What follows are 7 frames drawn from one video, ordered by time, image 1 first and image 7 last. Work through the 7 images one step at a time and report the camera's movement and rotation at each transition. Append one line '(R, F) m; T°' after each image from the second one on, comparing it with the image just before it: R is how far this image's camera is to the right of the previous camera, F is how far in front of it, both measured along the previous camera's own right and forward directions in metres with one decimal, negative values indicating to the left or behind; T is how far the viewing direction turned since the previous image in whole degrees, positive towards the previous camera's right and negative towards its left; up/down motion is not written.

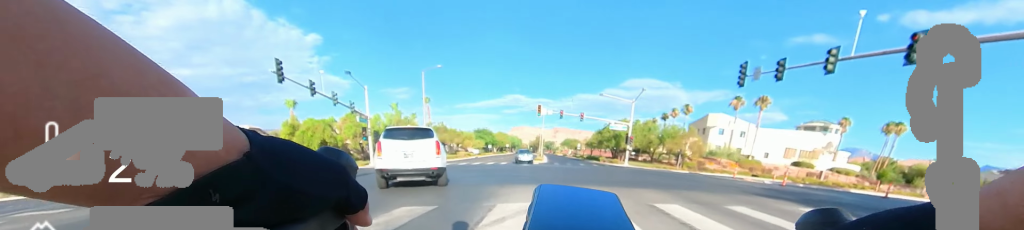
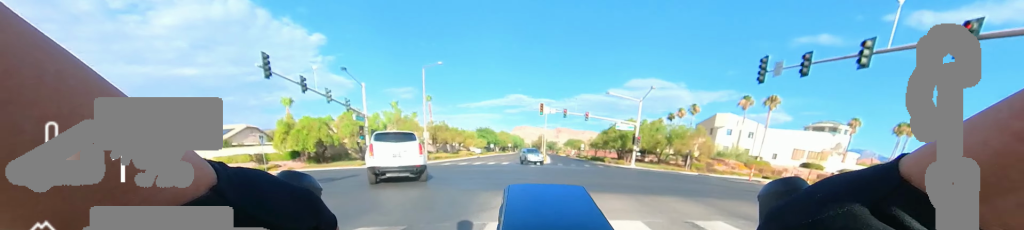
(0.0, +1.8) m; 0°
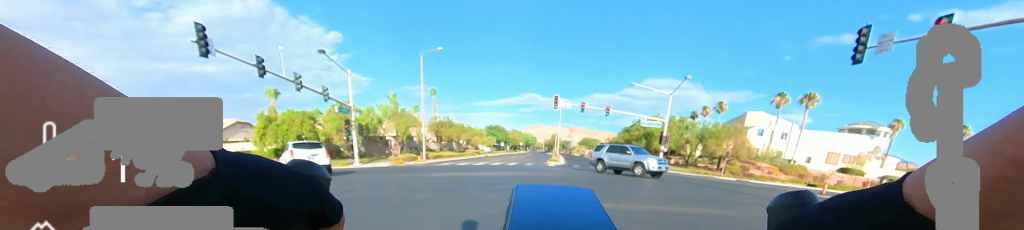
(0.0, +6.4) m; -2°
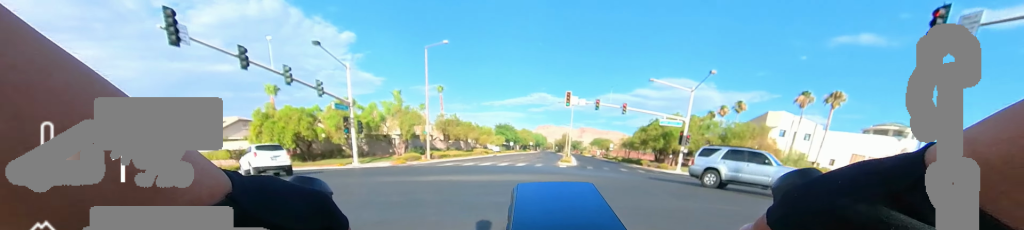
(0.0, +2.5) m; -4°
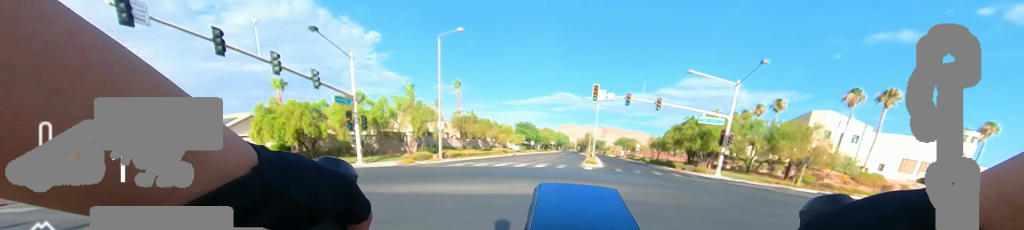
(-0.2, +4.0) m; -17°
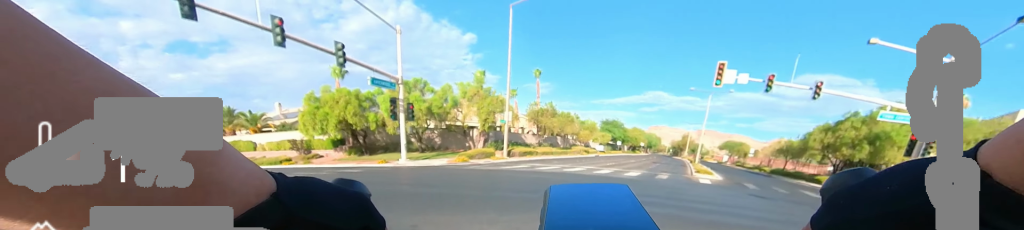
(-2.9, +7.3) m; -34°
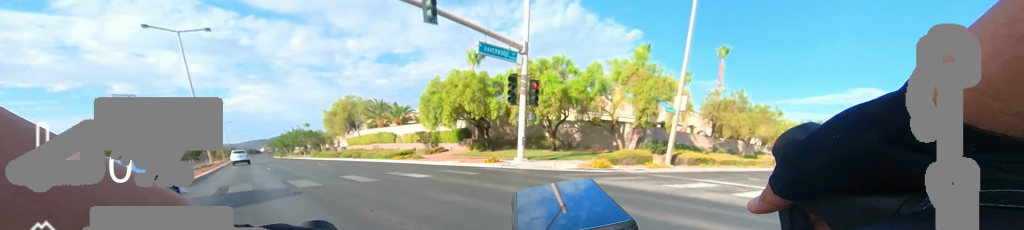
(-0.5, +7.1) m; -7°
